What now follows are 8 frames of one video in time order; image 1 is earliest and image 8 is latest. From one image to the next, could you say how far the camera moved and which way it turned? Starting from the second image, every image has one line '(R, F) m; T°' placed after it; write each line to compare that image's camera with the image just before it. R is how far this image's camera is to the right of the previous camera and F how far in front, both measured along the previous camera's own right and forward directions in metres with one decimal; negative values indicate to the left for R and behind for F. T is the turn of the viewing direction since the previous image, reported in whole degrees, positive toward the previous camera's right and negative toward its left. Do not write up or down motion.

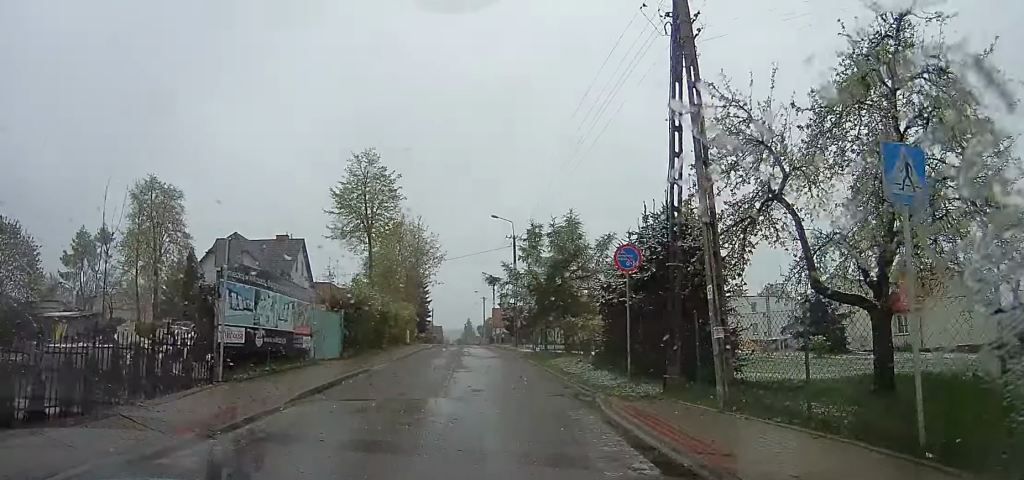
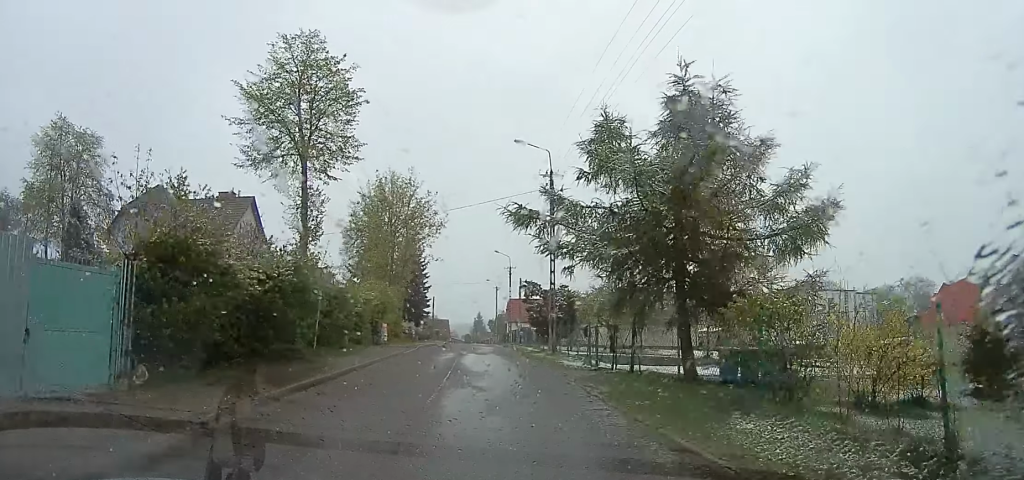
(0.0, +14.9) m; 0°
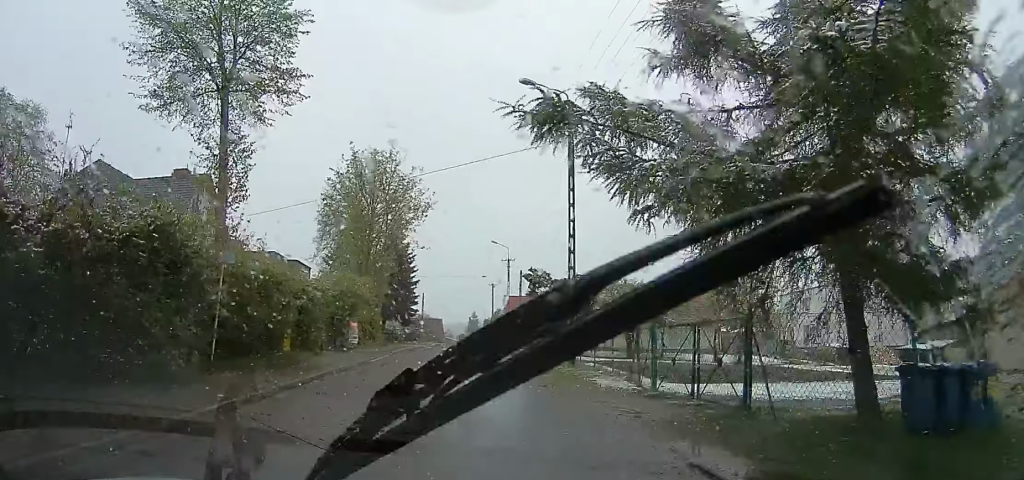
(0.0, +6.2) m; 0°
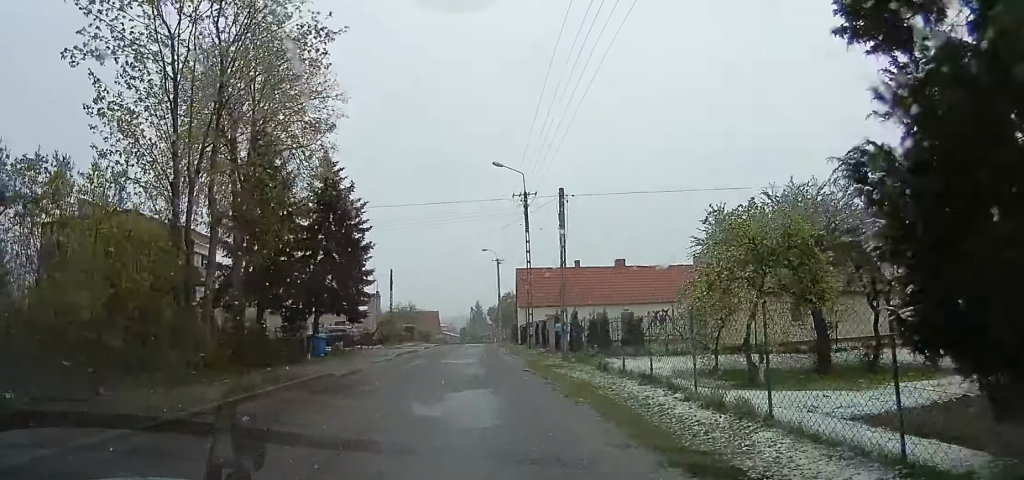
(0.0, +21.2) m; 0°
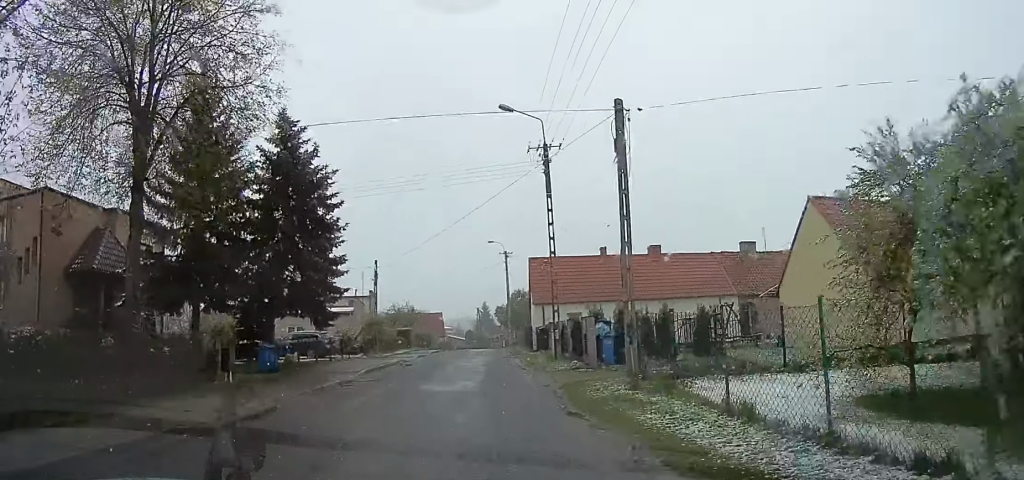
(0.0, +7.4) m; 0°
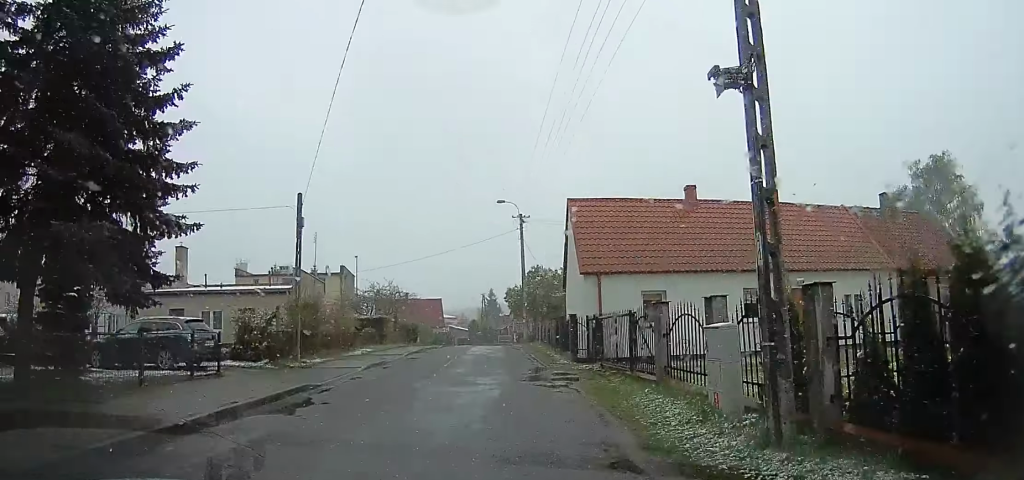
(0.0, +13.7) m; -1°
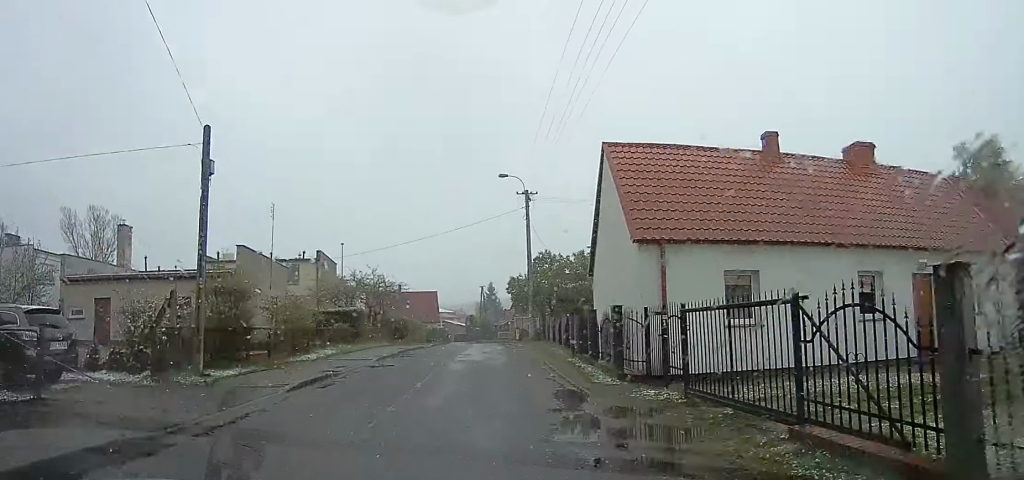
(0.0, +6.1) m; -1°
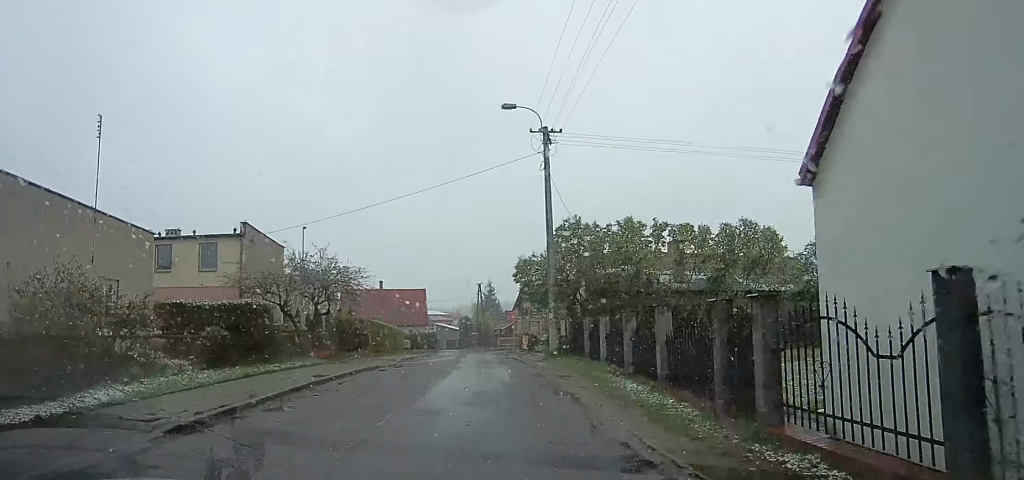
(-0.3, +11.8) m; -2°
